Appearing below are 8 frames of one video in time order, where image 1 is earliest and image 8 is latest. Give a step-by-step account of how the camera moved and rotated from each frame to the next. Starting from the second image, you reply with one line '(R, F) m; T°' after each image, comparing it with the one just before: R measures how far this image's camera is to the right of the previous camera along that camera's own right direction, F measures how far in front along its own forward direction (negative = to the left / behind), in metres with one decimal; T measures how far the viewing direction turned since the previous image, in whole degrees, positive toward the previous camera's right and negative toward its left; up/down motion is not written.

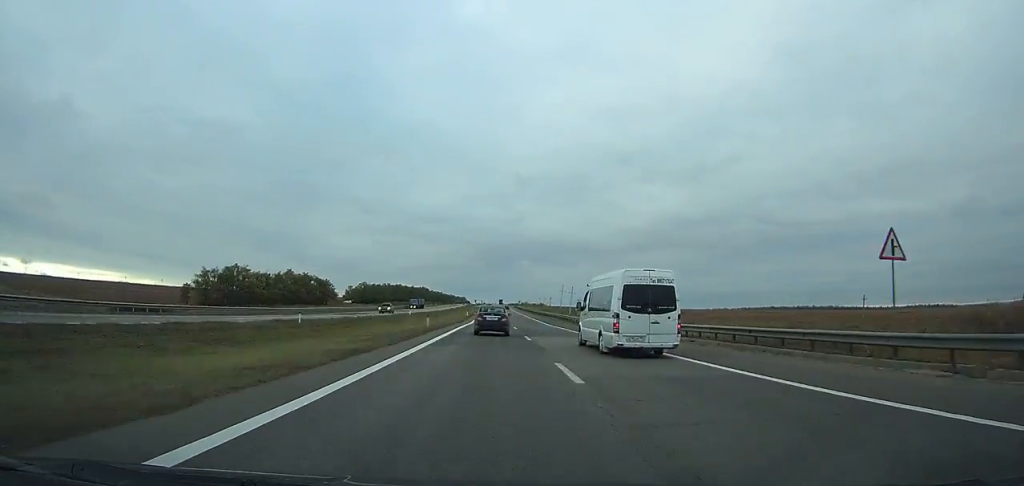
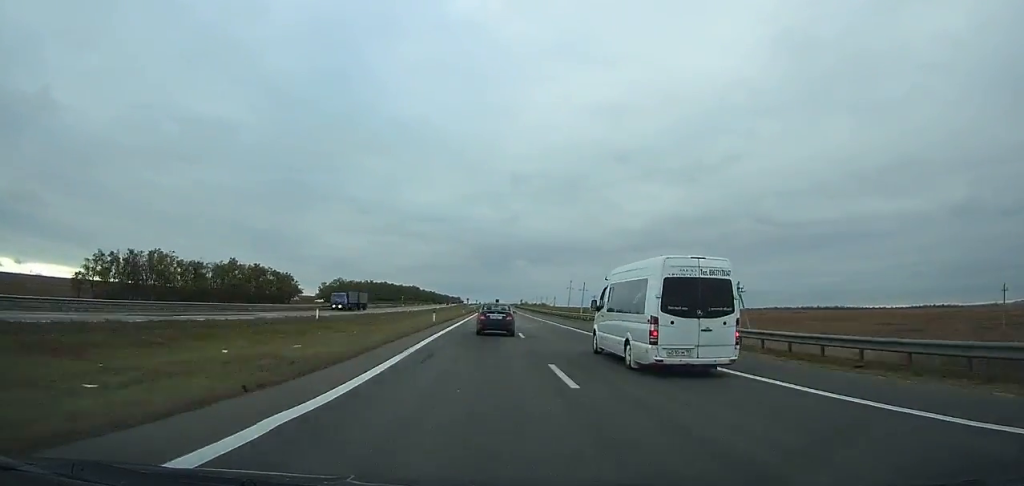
(-0.1, +48.4) m; 0°
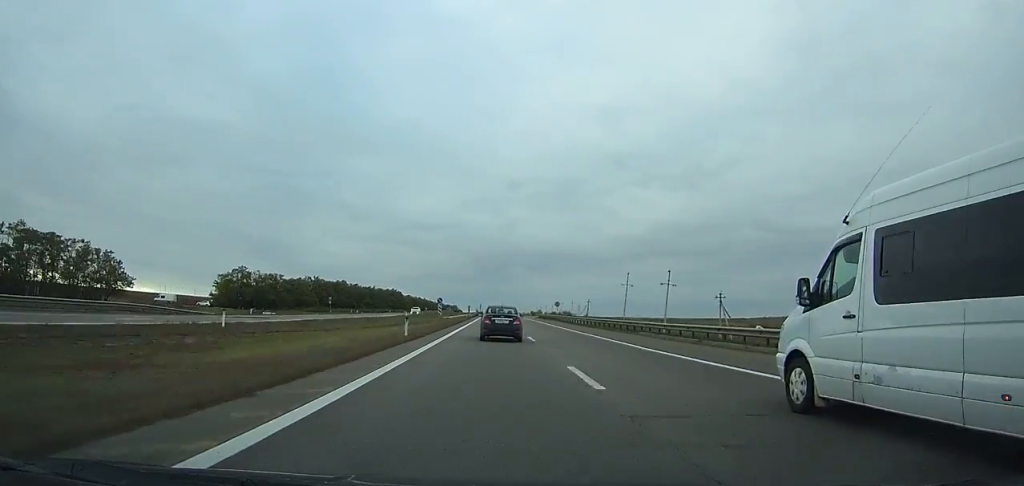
(+0.2, +113.9) m; 0°
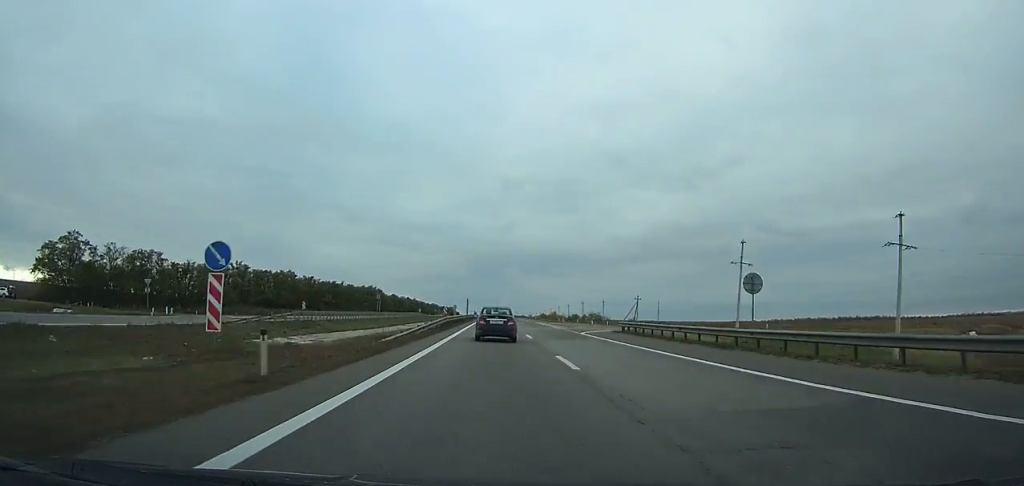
(+0.2, +75.0) m; 0°
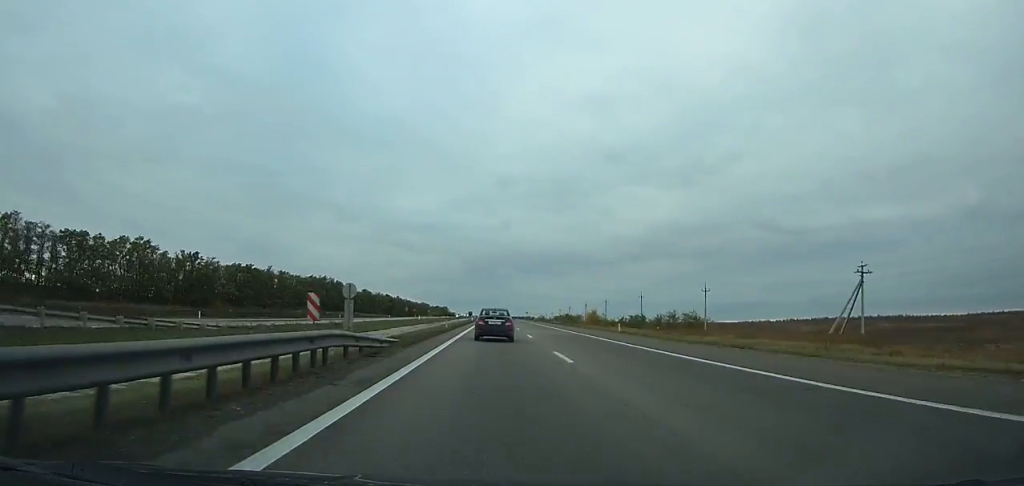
(-0.1, +97.6) m; 0°
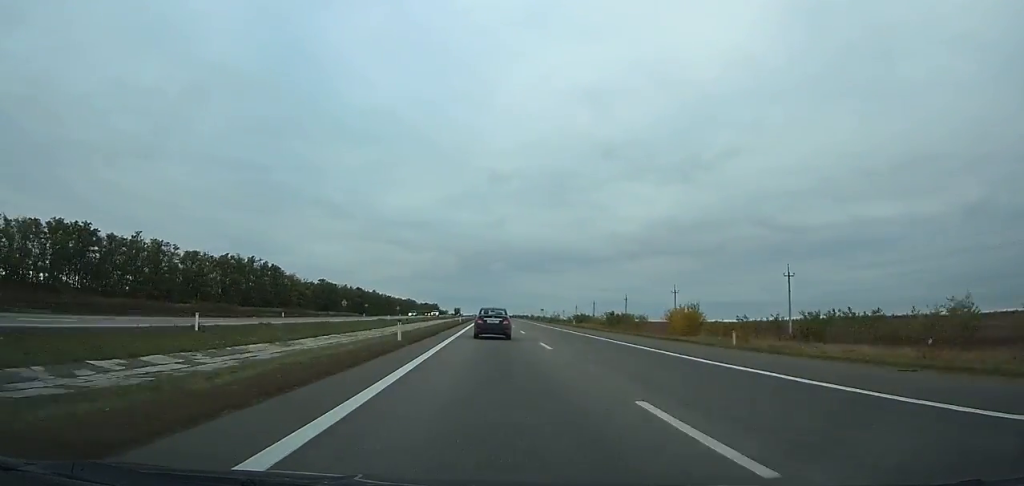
(0.0, +76.2) m; 0°
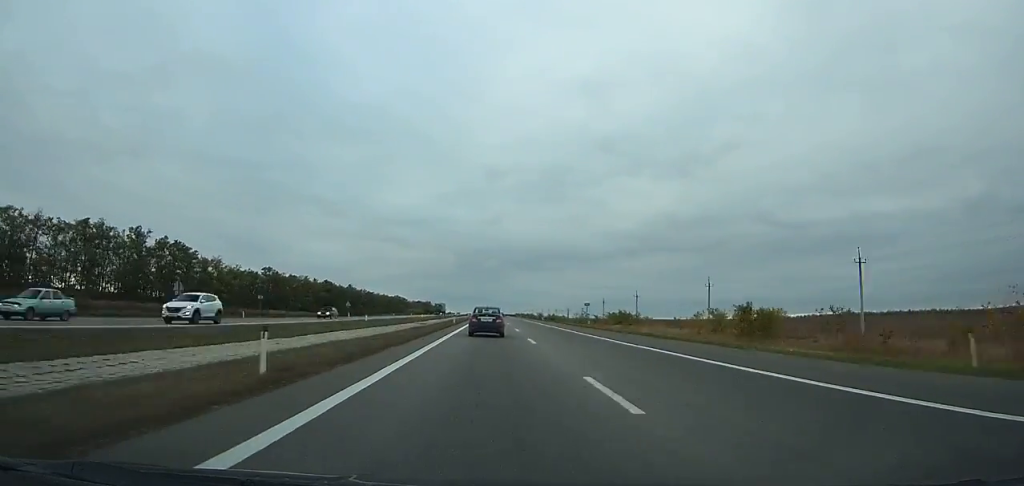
(+0.1, +63.3) m; 0°
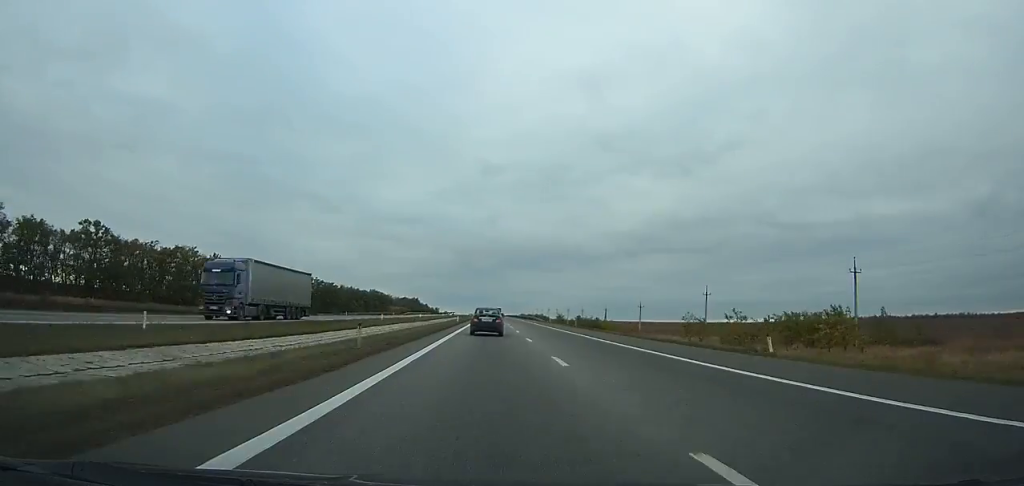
(+0.1, +91.3) m; 0°
